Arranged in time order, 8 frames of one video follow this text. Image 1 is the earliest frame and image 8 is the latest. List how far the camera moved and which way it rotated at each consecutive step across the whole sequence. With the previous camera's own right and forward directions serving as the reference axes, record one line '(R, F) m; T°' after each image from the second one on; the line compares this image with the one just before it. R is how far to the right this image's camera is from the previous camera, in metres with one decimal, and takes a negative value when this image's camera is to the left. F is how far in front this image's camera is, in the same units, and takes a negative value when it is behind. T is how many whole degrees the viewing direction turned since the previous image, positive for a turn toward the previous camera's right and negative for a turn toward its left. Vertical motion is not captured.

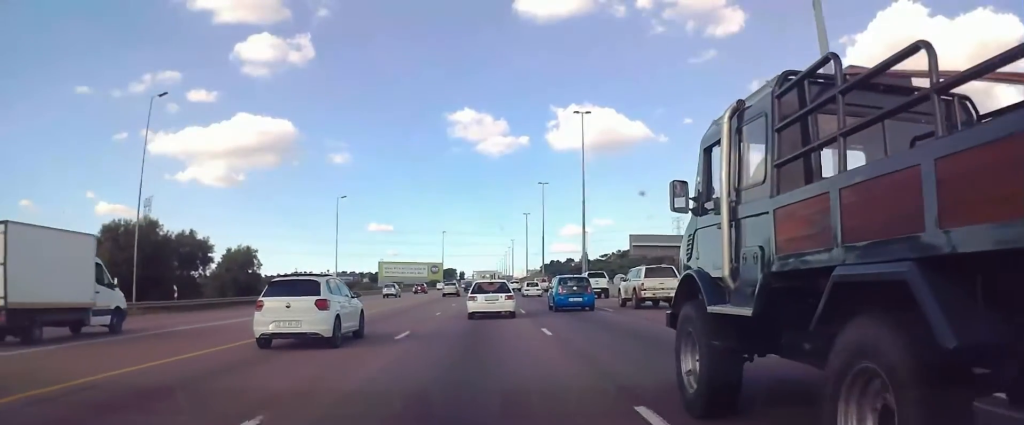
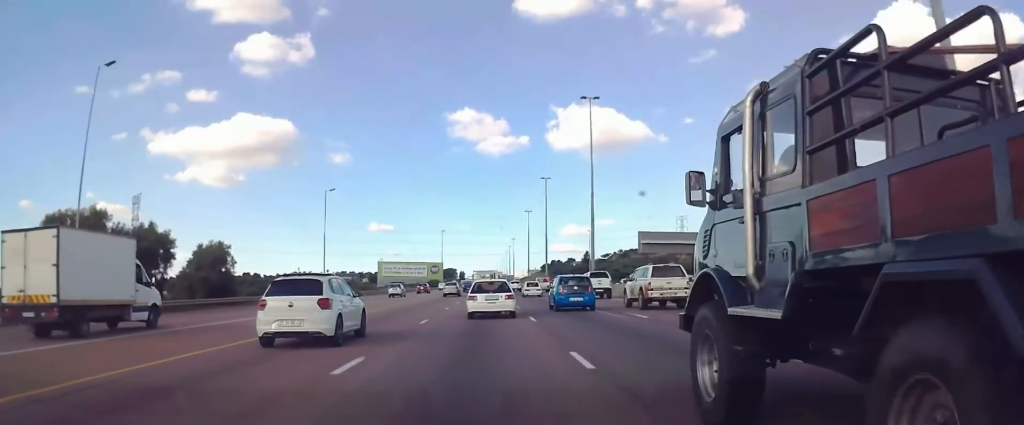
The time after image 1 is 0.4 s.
(+0.2, +6.7) m; -1°
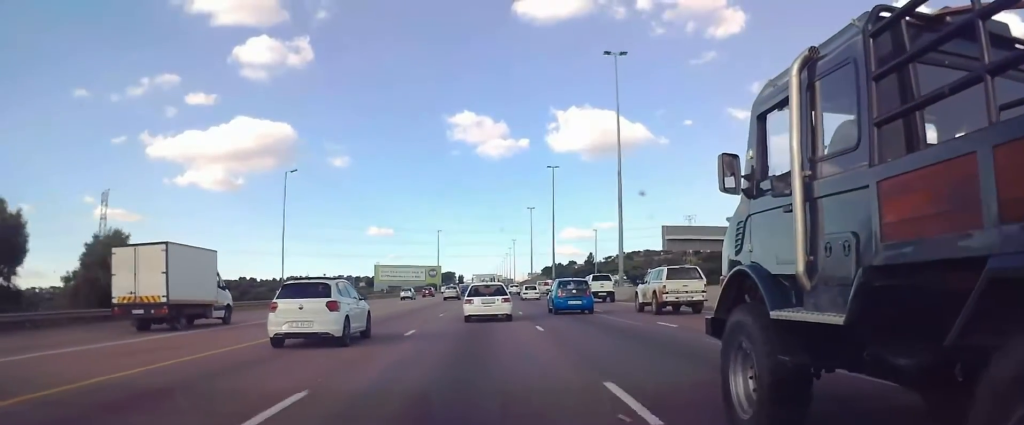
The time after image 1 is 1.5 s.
(-0.3, +16.3) m; -2°
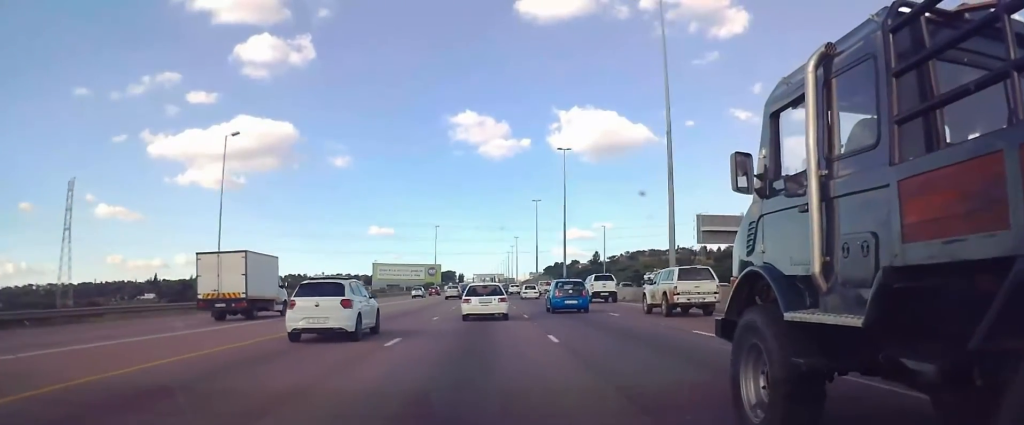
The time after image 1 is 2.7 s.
(0.0, +15.8) m; +1°
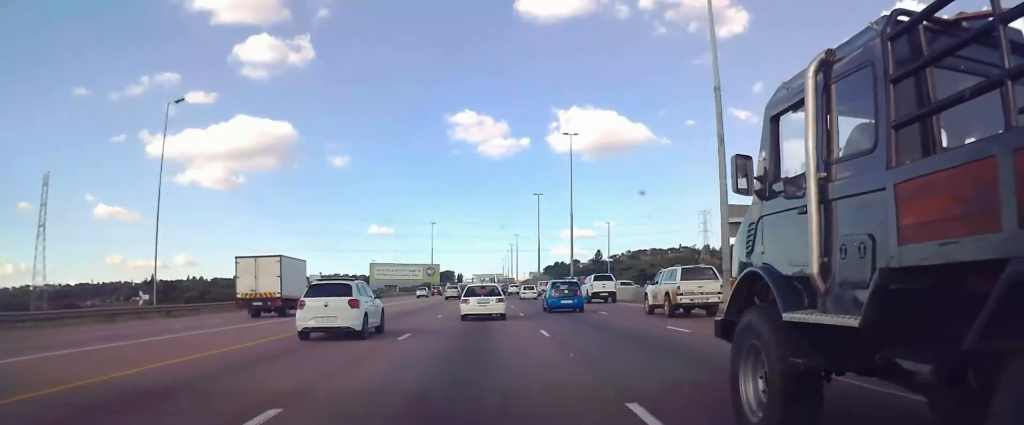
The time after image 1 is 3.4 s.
(+0.1, +9.5) m; 0°
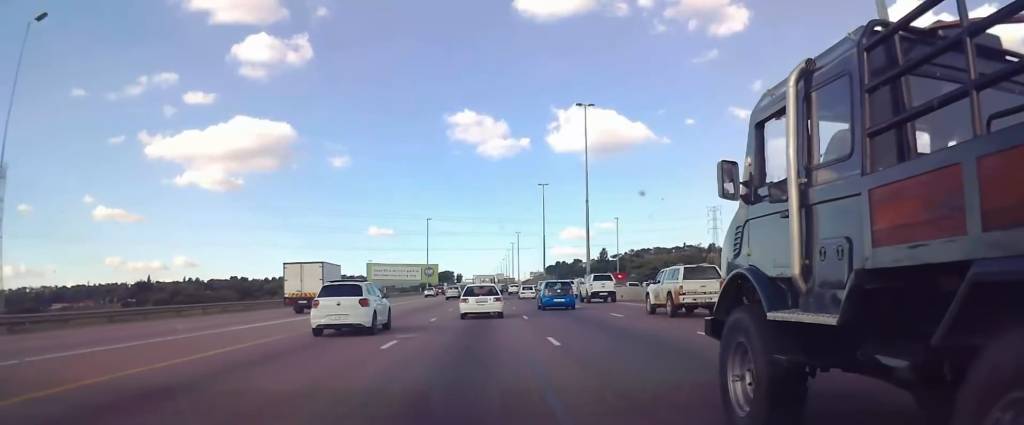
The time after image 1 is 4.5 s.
(0.0, +14.8) m; 0°
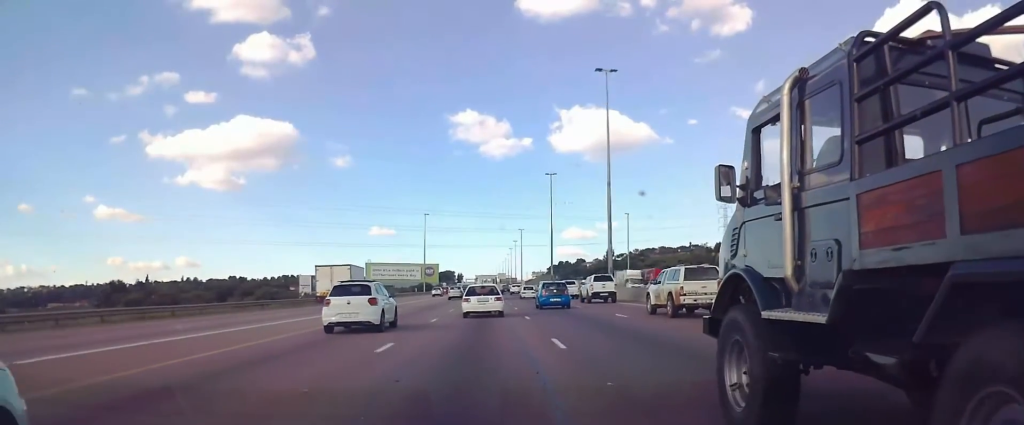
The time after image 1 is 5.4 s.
(0.0, +12.6) m; 0°
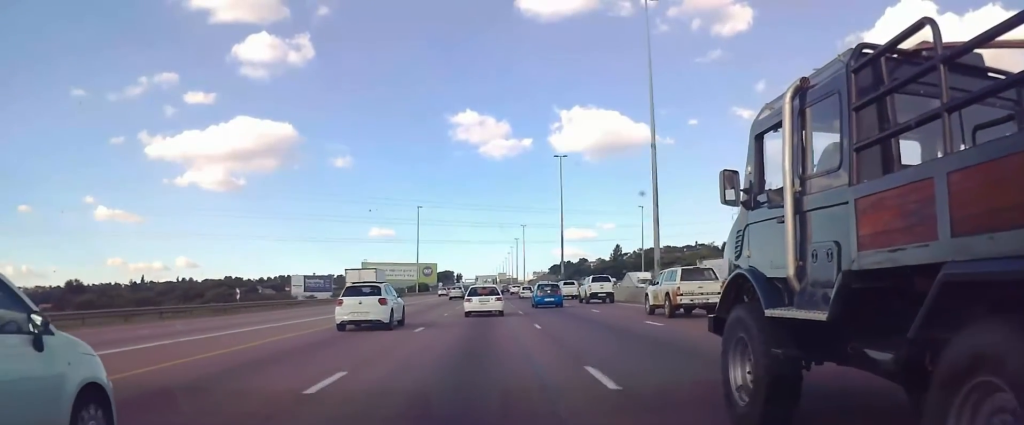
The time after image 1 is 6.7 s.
(0.0, +17.0) m; -1°
